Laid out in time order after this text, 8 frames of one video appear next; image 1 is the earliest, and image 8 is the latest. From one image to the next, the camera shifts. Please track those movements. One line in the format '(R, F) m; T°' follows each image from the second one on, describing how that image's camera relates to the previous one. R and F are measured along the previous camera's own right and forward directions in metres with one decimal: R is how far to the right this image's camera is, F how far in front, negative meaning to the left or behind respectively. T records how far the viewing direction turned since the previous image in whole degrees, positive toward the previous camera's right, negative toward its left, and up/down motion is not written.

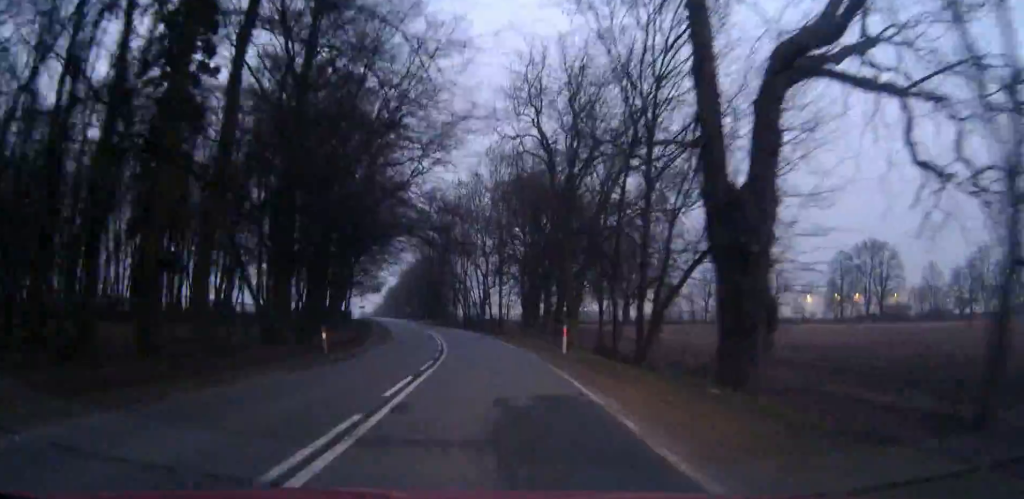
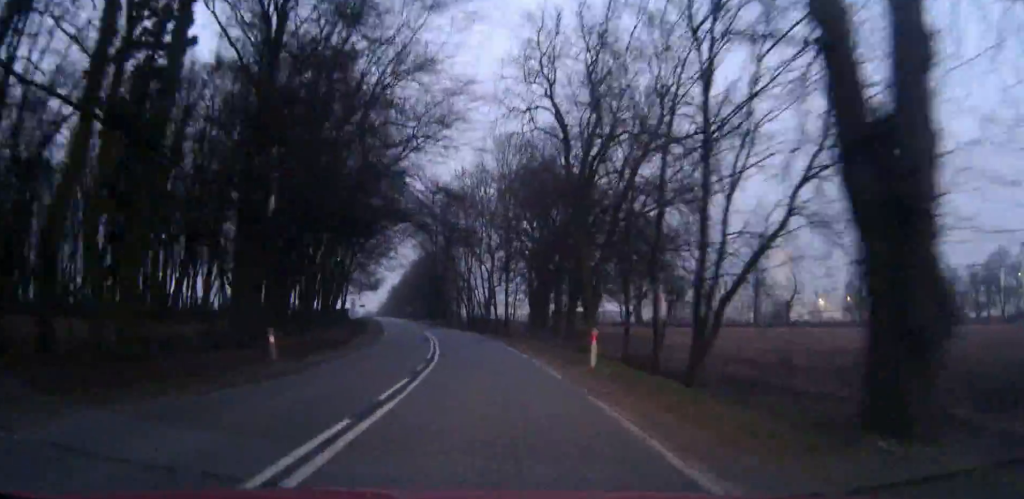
(0.0, +6.8) m; 0°
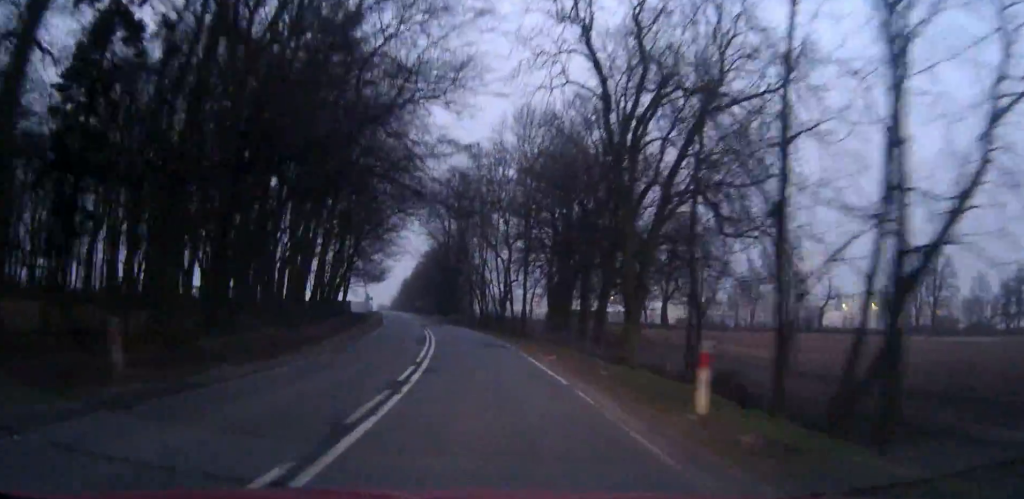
(-0.1, +9.3) m; 0°
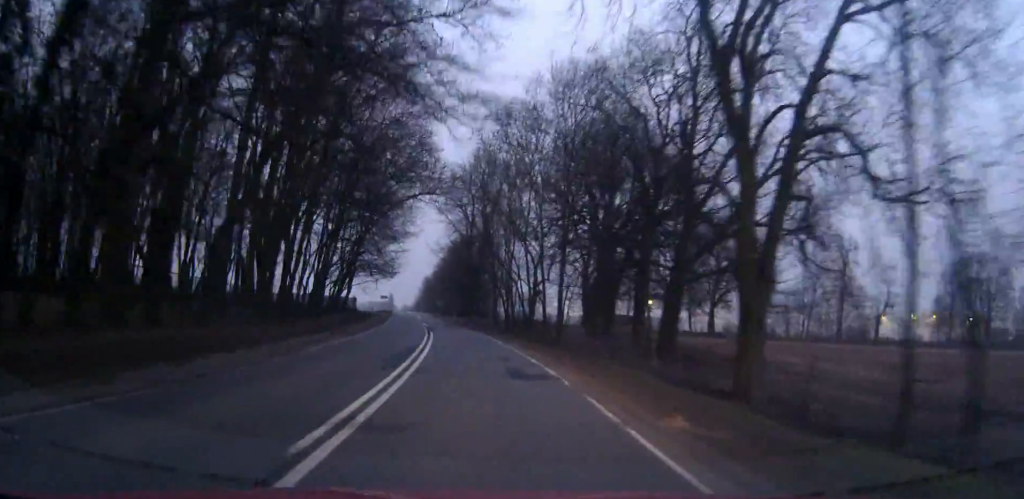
(0.0, +13.2) m; -1°
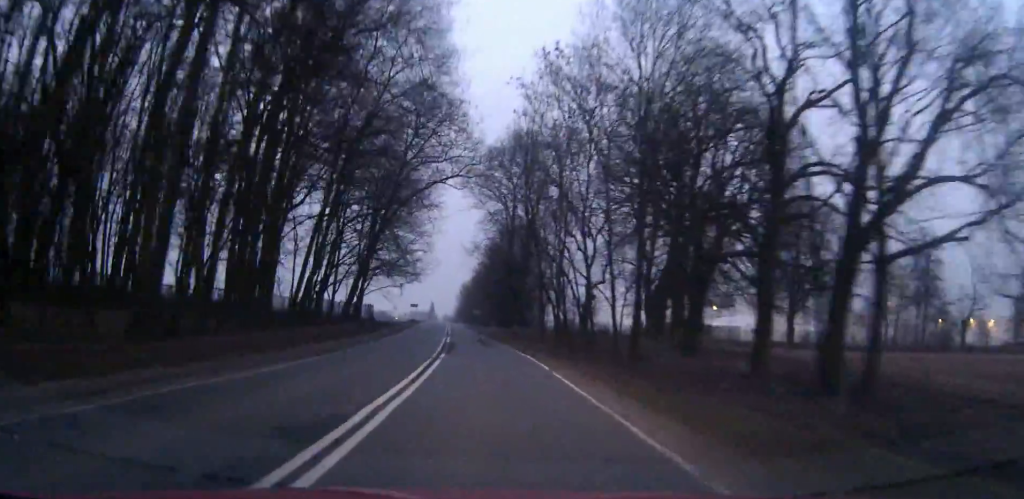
(-0.3, +15.4) m; -2°
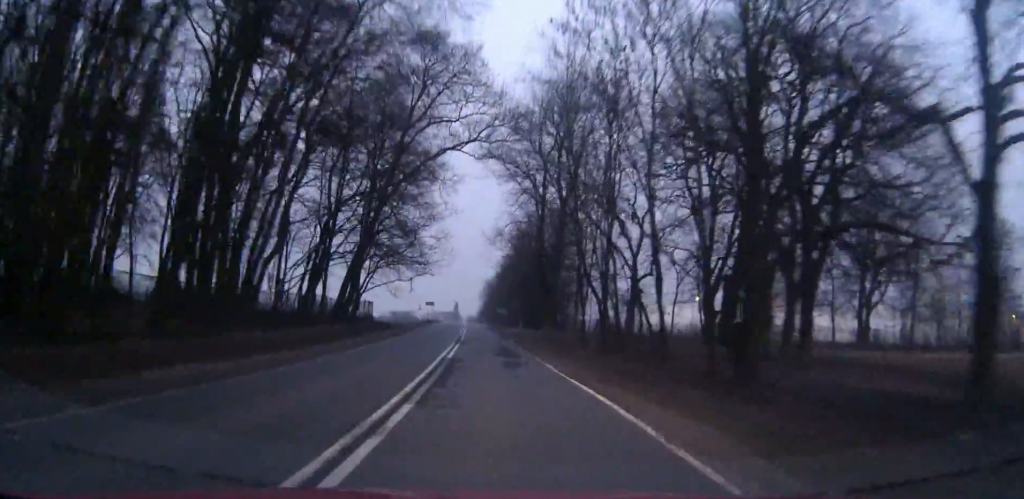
(-0.3, +13.8) m; -3°
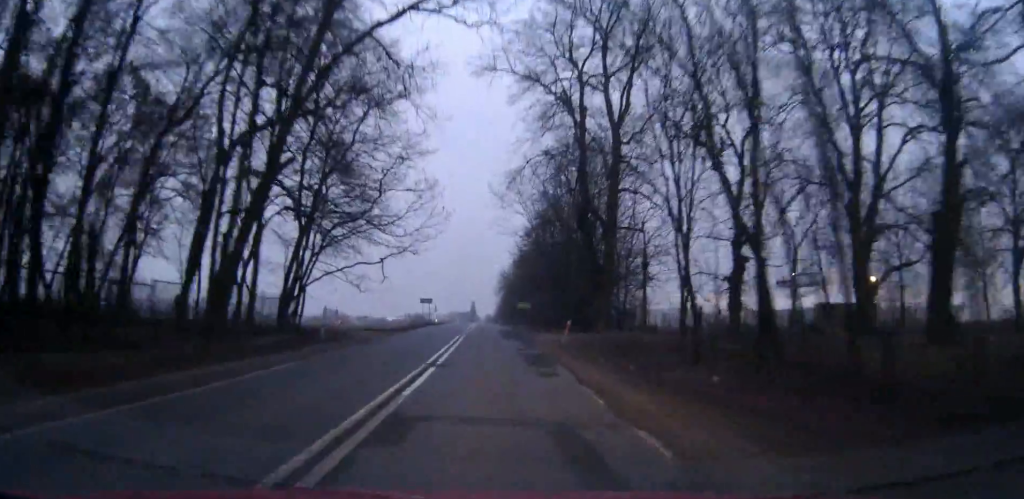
(-1.3, +27.0) m; -5°
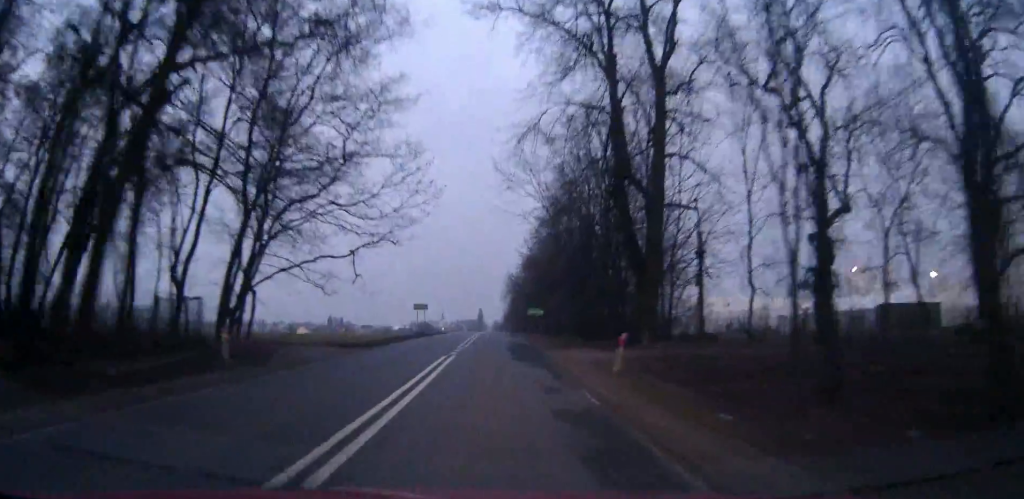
(-0.1, +11.5) m; -1°
